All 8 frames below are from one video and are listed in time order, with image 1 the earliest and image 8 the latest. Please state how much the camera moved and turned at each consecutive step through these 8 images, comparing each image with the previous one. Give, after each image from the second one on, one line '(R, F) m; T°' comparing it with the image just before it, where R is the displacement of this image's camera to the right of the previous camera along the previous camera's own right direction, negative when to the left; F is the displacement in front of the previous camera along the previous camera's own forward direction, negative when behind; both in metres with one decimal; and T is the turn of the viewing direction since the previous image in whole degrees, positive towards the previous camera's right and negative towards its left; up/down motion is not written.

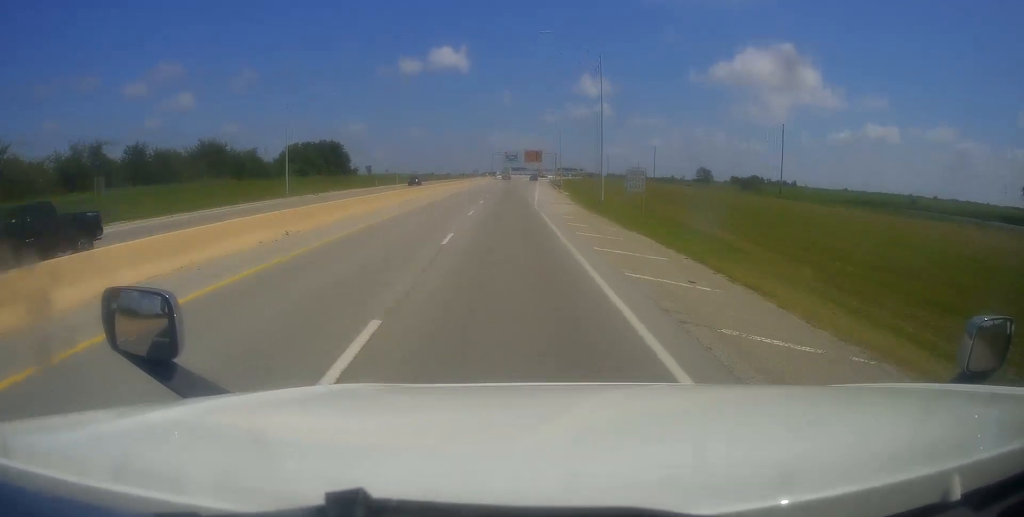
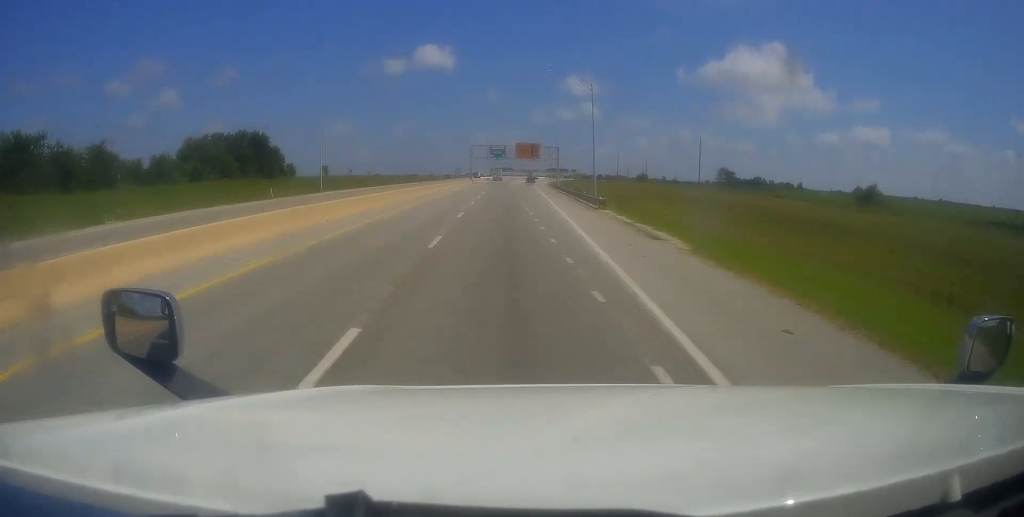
(+0.7, +51.3) m; +2°
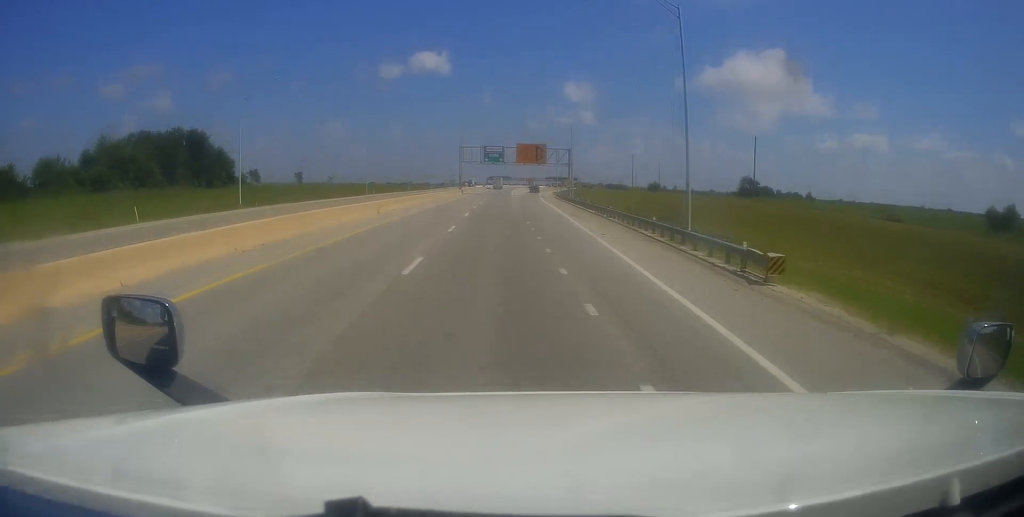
(+0.1, +28.9) m; +1°
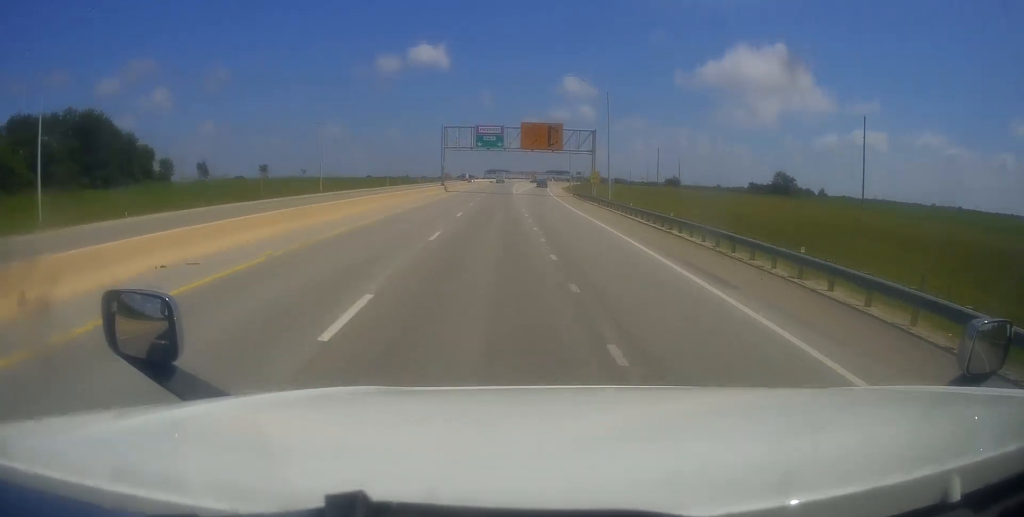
(+0.1, +31.6) m; 0°
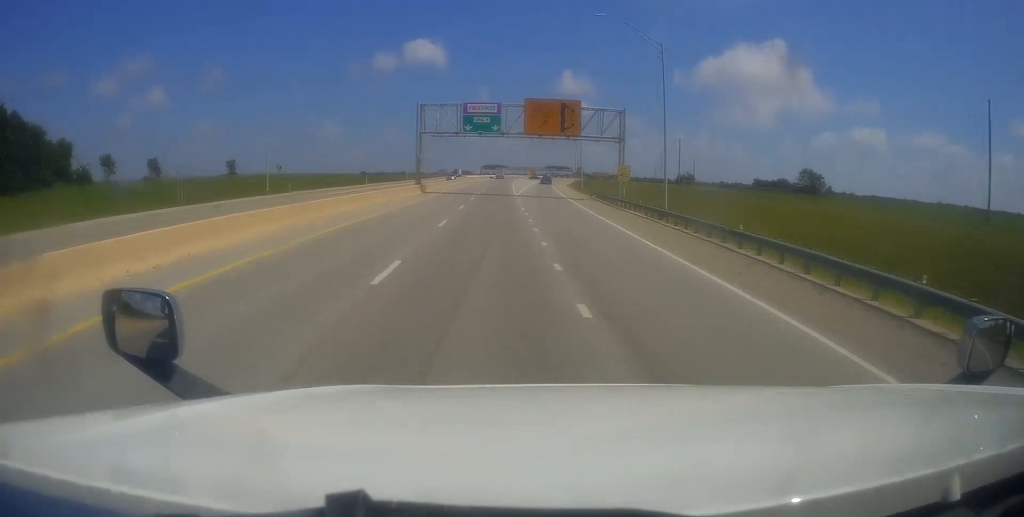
(0.0, +21.2) m; 0°
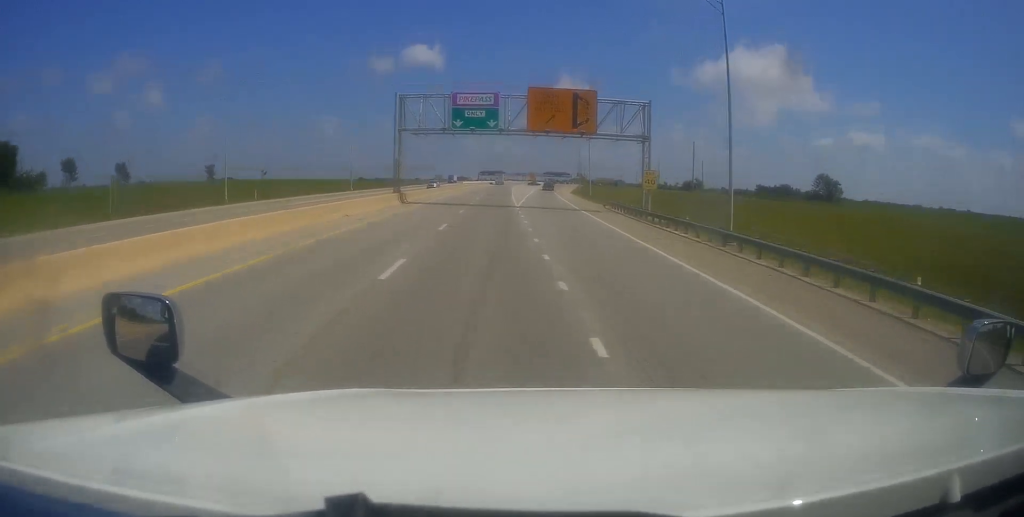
(0.0, +11.5) m; 0°
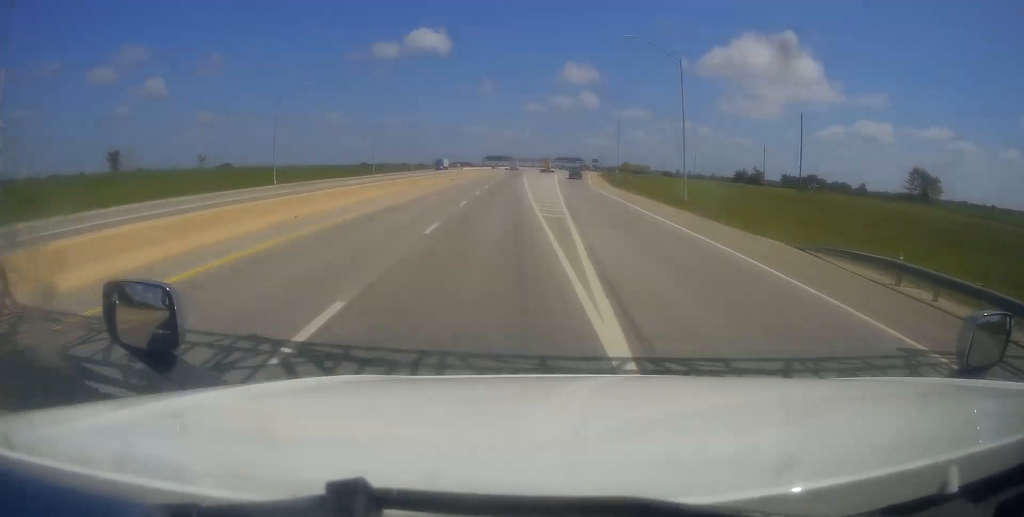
(-0.2, +44.3) m; 0°
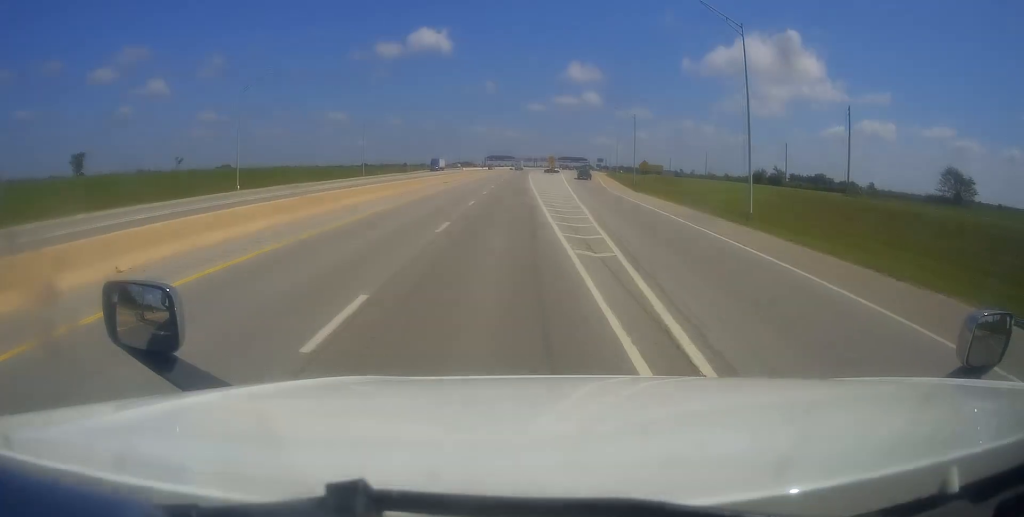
(+0.1, +11.5) m; 0°
